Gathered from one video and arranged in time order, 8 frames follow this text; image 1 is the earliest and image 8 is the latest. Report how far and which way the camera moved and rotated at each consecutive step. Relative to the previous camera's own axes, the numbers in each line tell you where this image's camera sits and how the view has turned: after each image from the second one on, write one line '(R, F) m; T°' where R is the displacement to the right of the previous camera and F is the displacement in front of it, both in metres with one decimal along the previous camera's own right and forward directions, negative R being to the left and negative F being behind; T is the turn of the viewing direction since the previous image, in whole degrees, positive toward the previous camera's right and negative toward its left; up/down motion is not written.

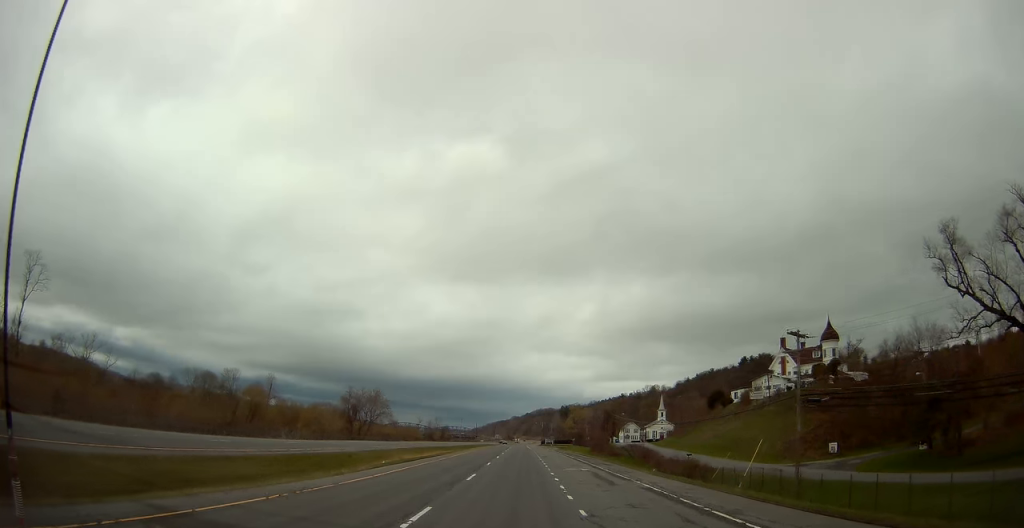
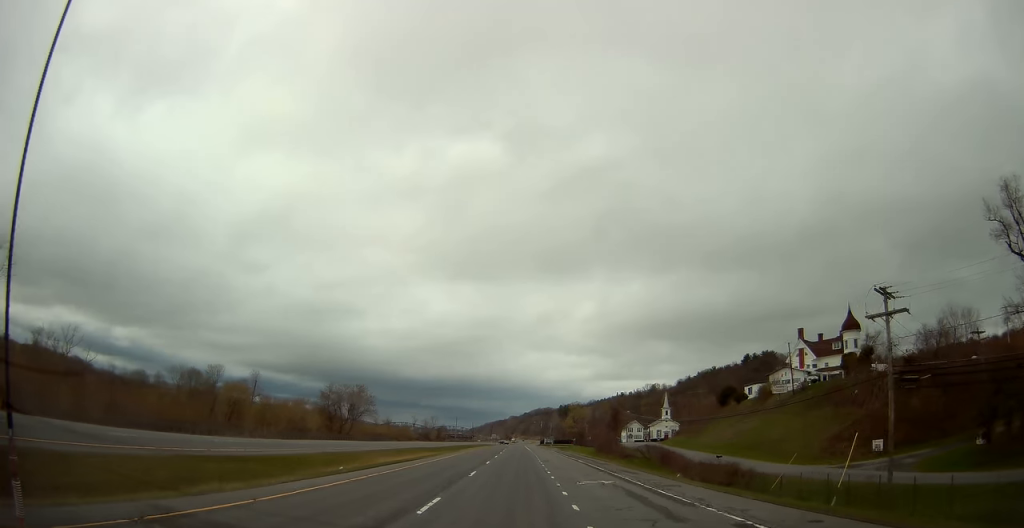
(+0.2, +10.1) m; 0°
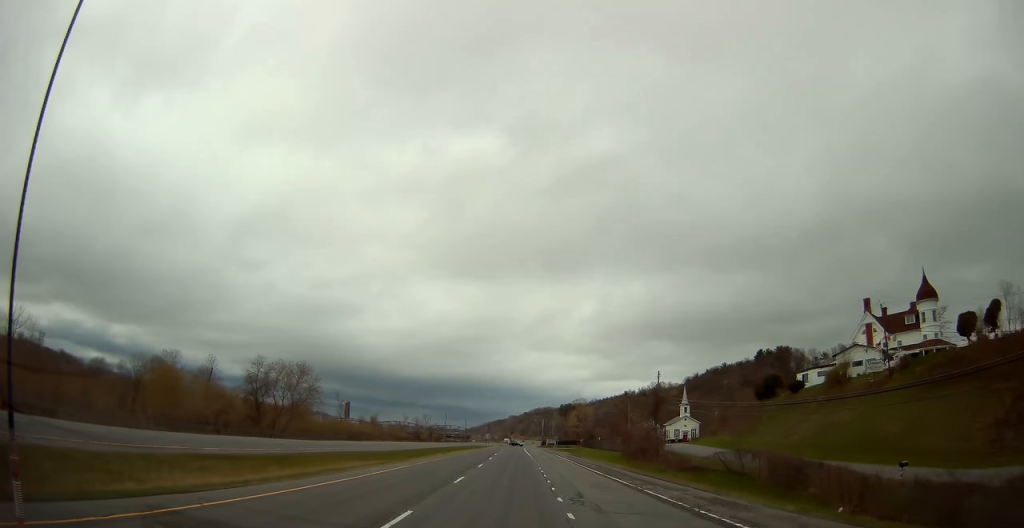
(+0.4, +27.1) m; +1°
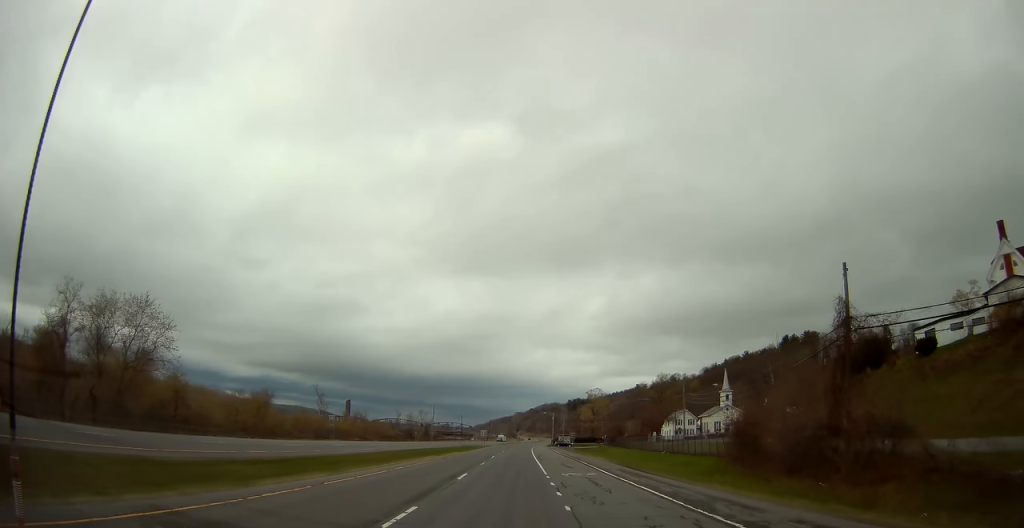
(-0.1, +35.9) m; 0°
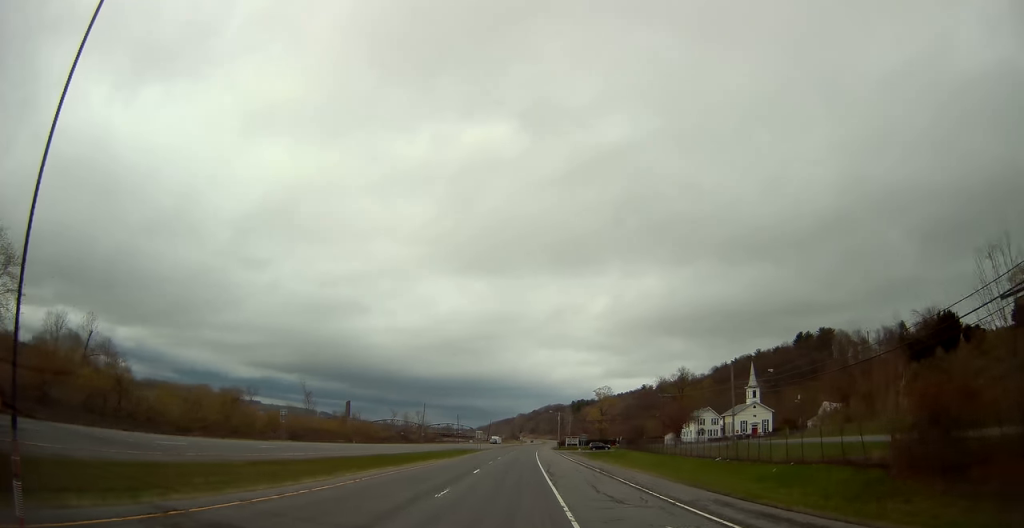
(0.0, +18.0) m; -1°
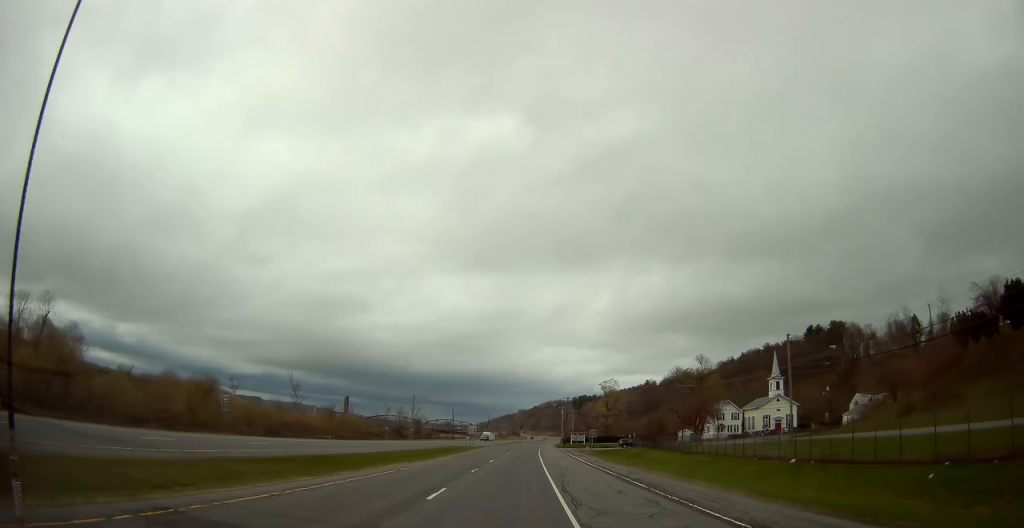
(+0.1, +13.7) m; 0°
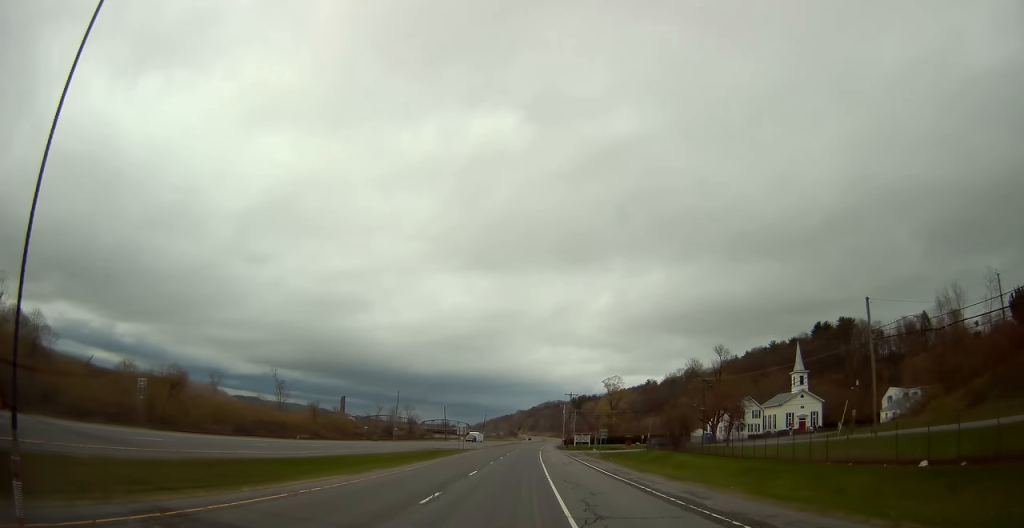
(-0.2, +12.8) m; 0°
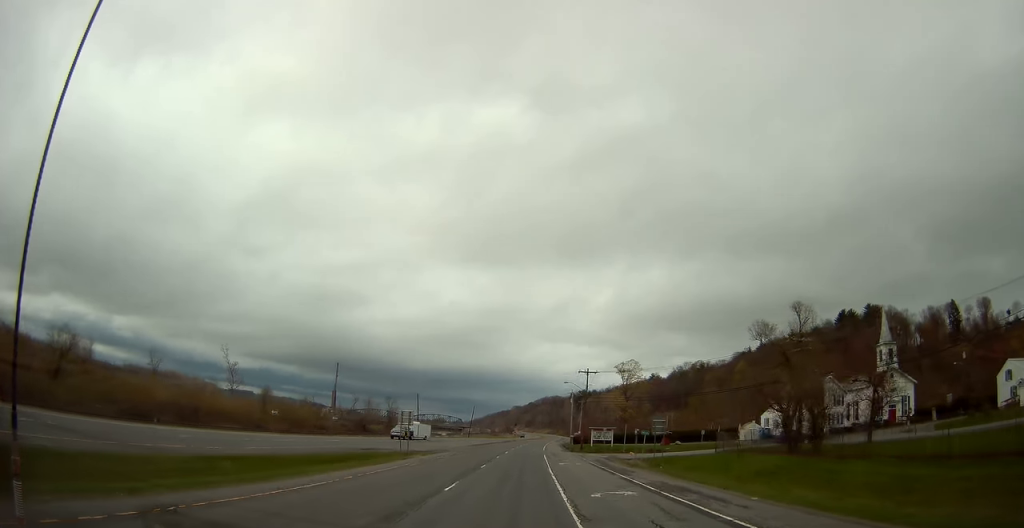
(+0.2, +33.4) m; +1°
